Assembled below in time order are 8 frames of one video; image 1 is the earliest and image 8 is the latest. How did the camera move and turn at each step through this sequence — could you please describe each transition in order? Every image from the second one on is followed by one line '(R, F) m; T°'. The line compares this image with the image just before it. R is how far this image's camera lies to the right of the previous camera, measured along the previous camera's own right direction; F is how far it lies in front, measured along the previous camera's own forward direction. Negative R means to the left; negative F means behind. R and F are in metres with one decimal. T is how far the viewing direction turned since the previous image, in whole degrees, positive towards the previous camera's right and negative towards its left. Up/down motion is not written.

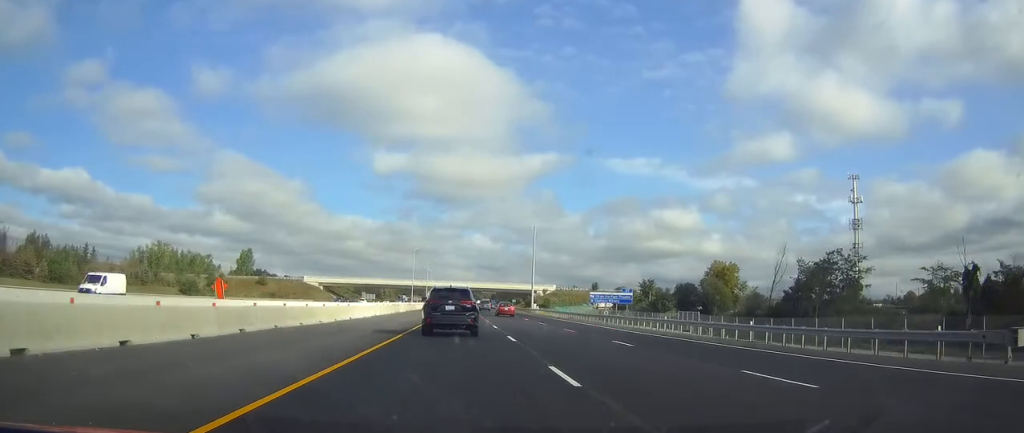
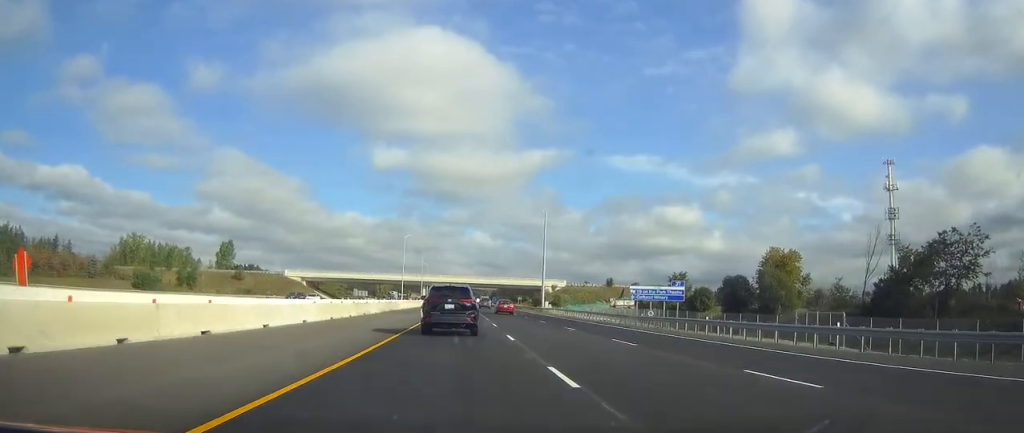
(-0.1, +24.1) m; 0°
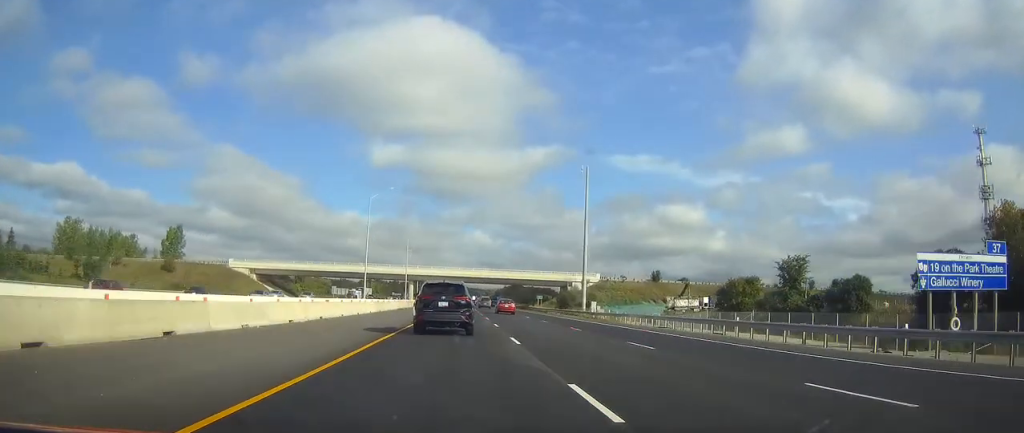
(+0.1, +50.5) m; 0°
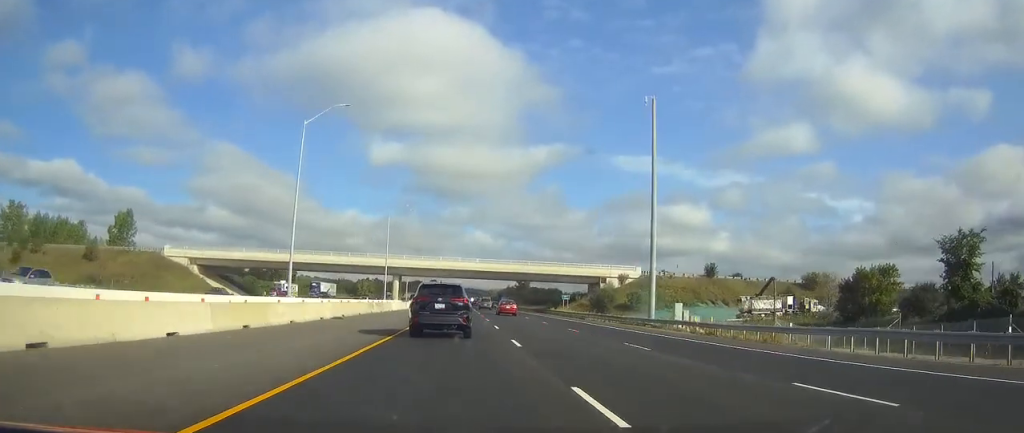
(-0.1, +35.9) m; 0°
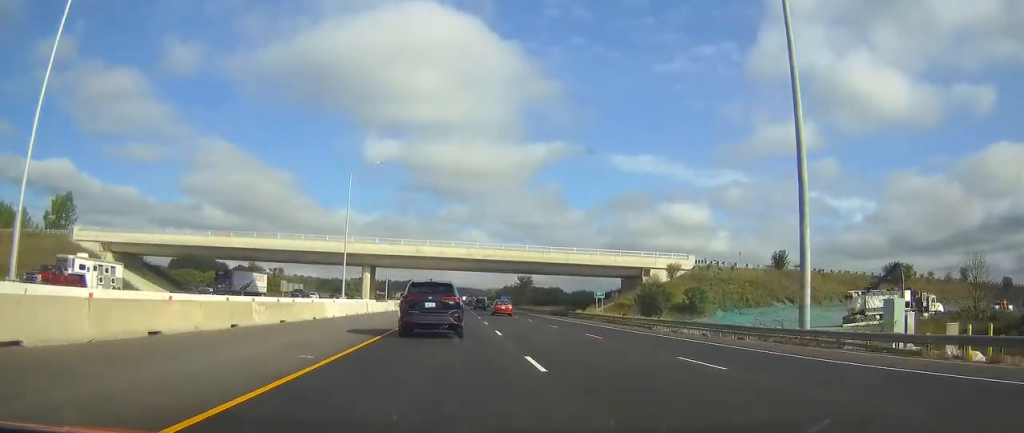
(+0.1, +30.8) m; 0°
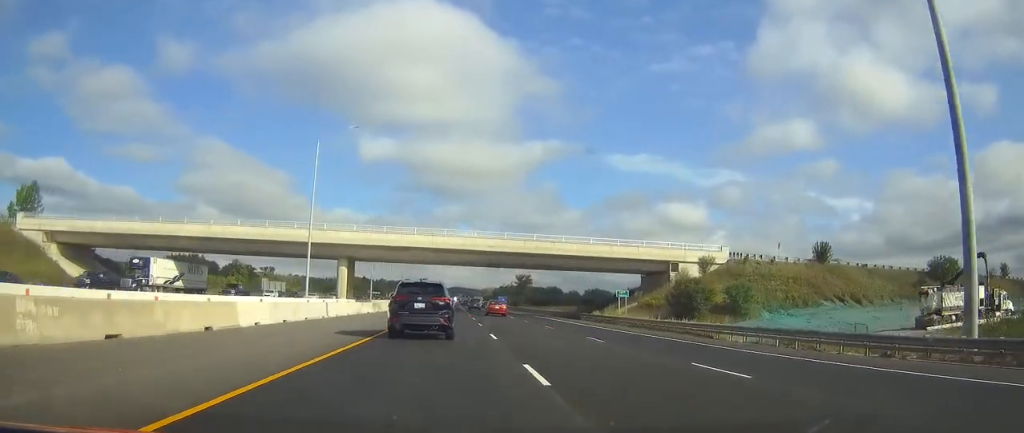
(0.0, +13.8) m; 0°
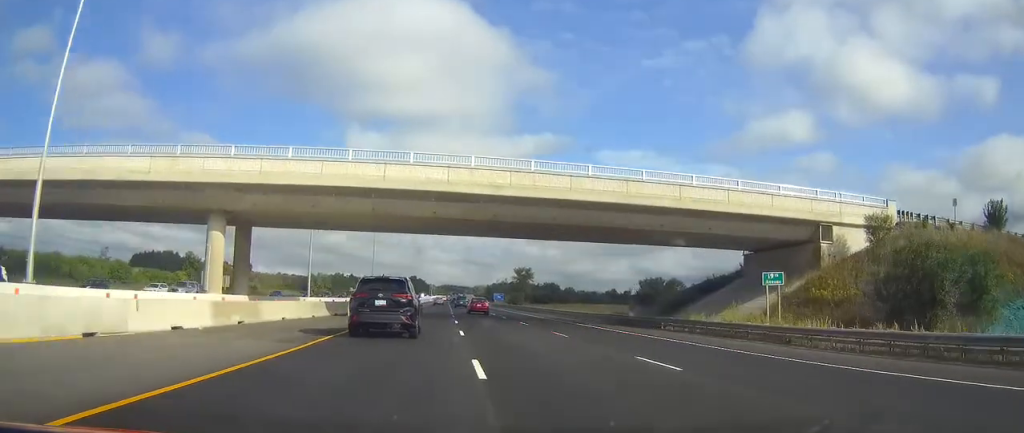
(+0.3, +35.2) m; +1°
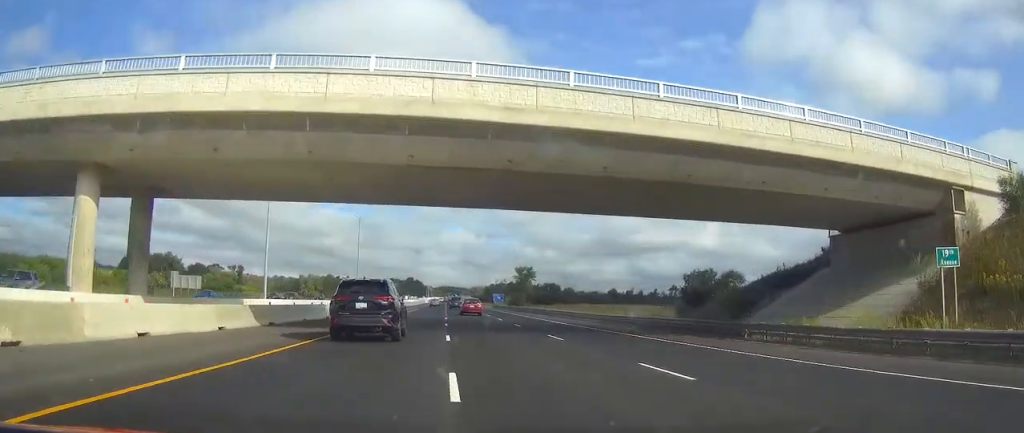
(0.0, +13.9) m; 0°
